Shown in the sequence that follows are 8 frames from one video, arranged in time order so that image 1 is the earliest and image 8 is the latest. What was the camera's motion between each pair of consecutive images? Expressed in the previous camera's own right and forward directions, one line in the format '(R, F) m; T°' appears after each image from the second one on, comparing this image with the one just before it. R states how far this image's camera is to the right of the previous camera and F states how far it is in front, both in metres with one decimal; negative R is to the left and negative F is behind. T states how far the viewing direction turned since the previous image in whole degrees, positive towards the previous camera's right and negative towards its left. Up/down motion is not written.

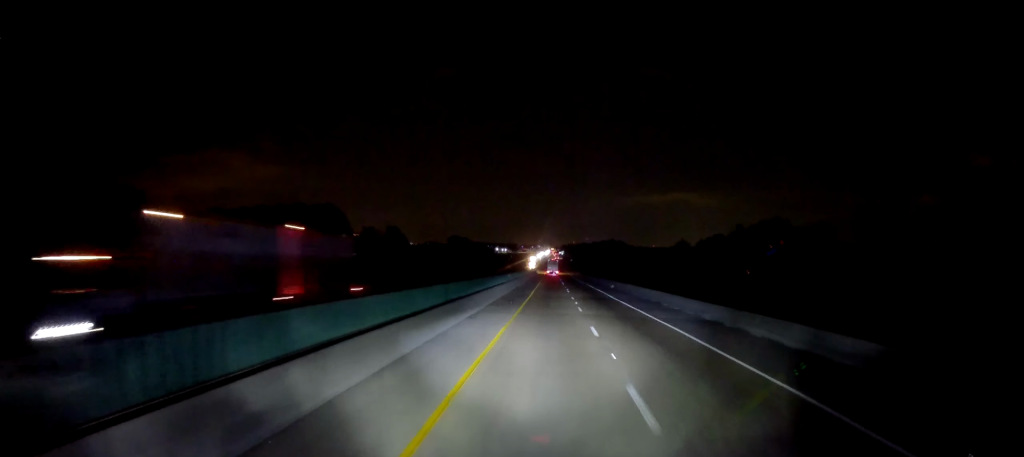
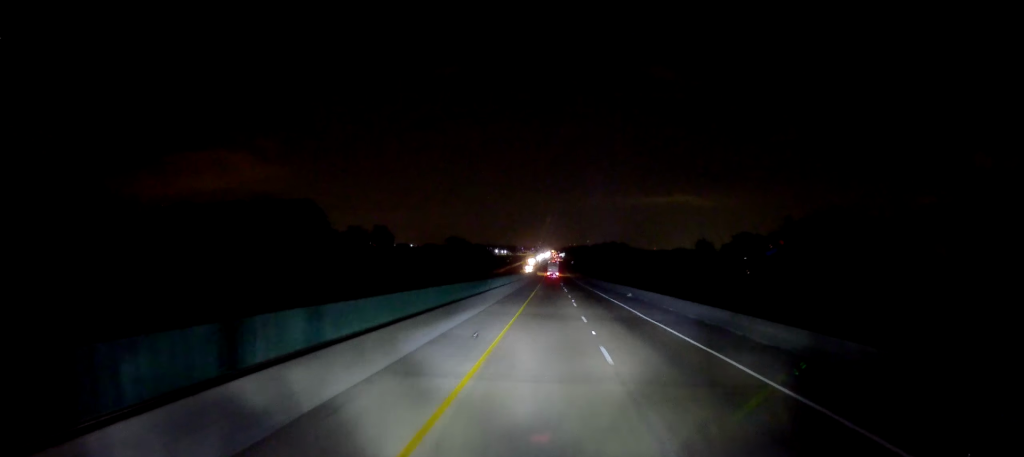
(0.0, +17.4) m; 0°
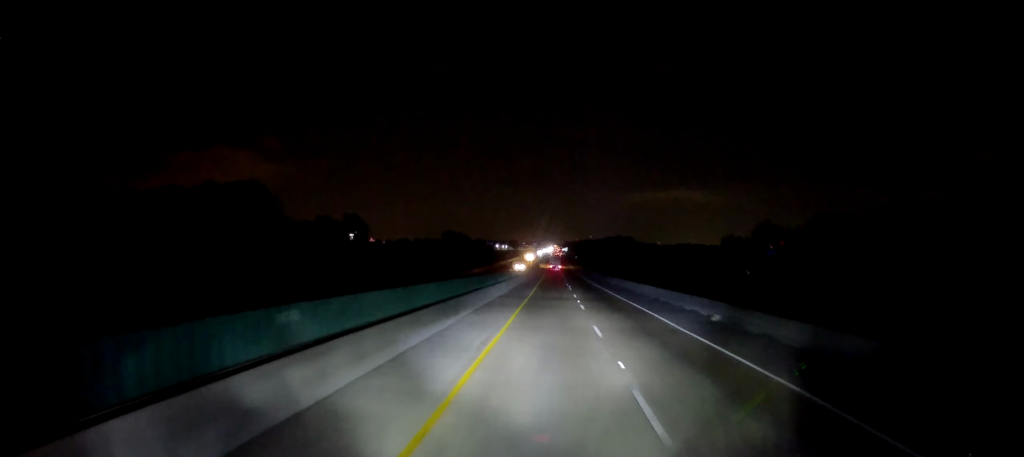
(+0.2, +30.8) m; +1°
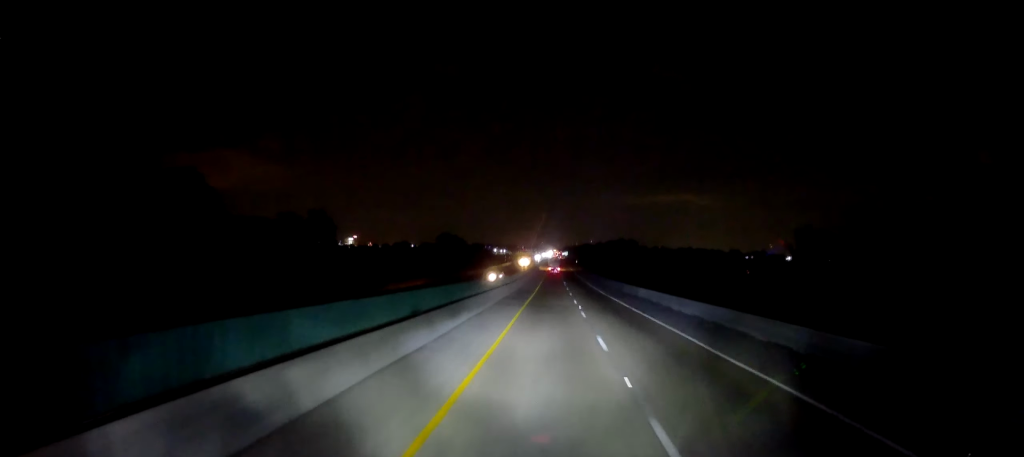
(+0.1, +26.2) m; 0°
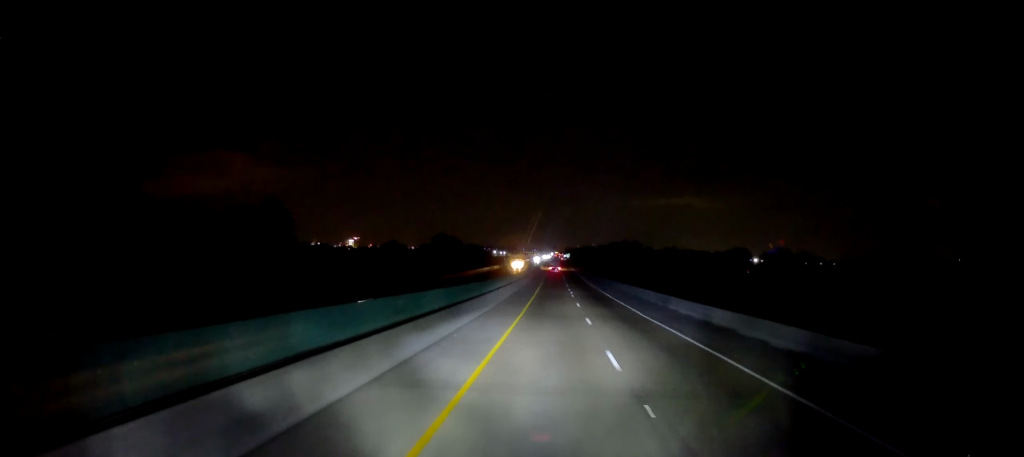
(-0.2, +26.7) m; -1°
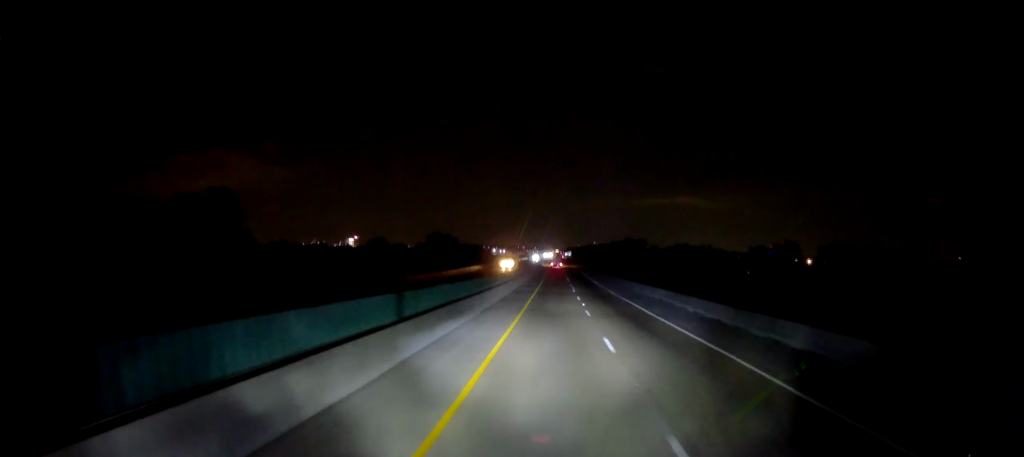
(-0.3, +23.0) m; 0°
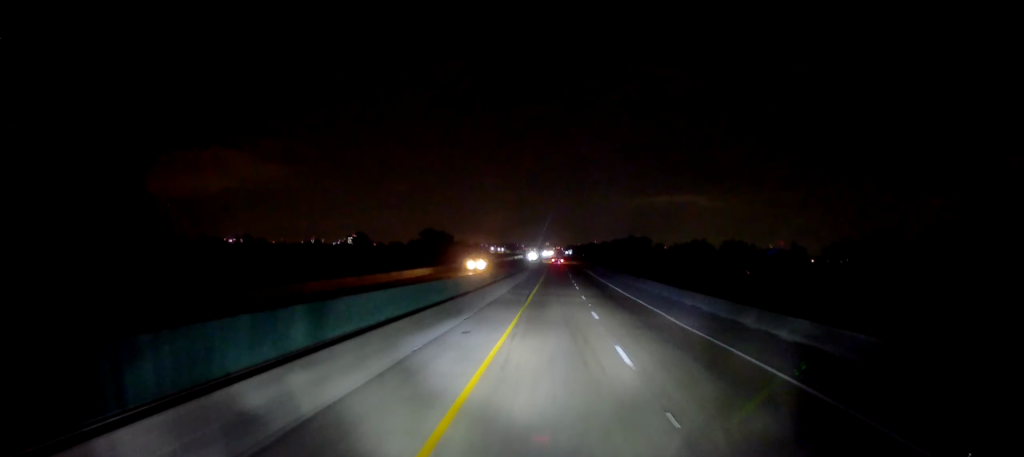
(0.0, +27.6) m; 0°
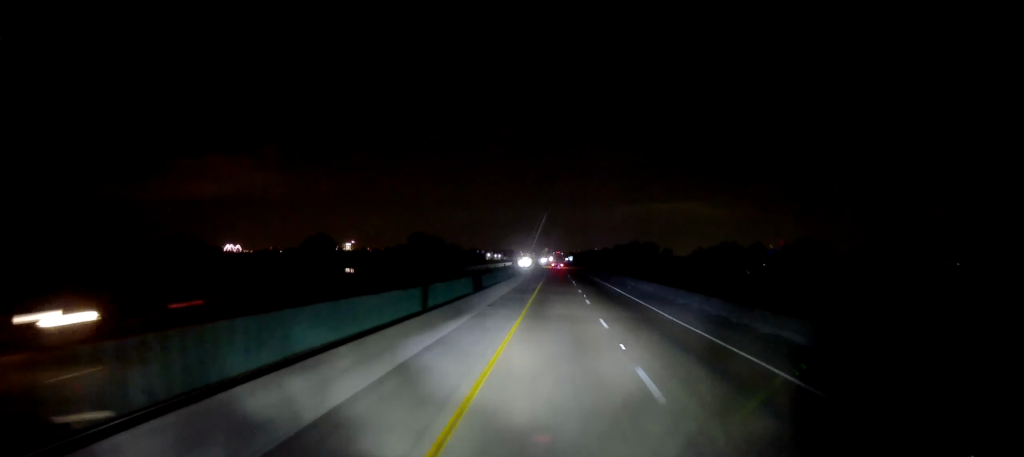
(+0.4, +41.5) m; 0°
